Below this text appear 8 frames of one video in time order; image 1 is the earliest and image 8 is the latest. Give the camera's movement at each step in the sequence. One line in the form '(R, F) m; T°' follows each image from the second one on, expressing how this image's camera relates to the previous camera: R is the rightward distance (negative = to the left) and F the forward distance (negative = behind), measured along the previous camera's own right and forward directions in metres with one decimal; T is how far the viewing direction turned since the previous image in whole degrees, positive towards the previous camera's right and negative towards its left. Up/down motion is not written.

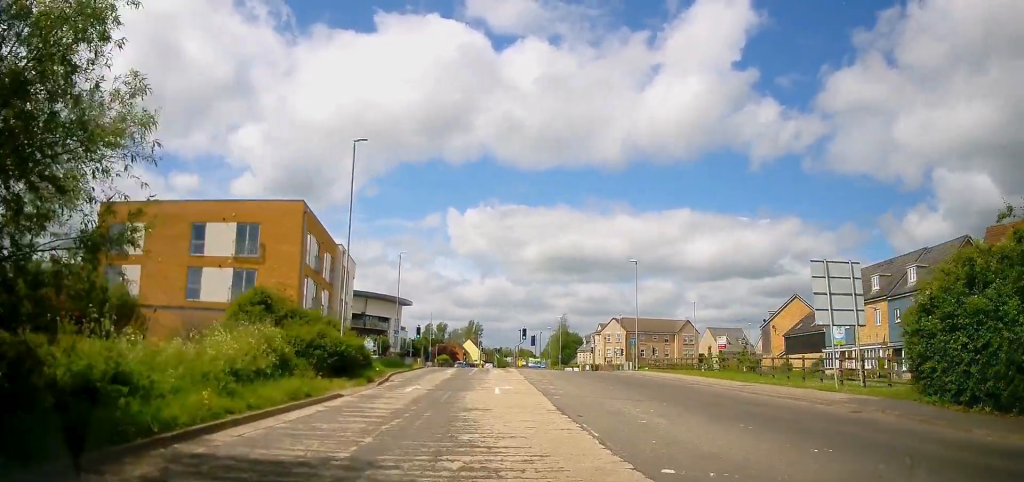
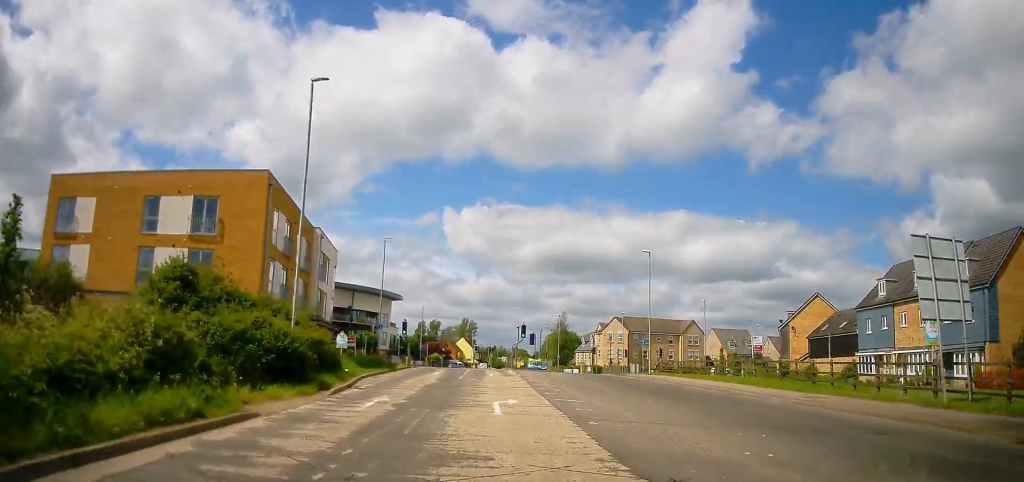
(+0.1, +6.1) m; +1°
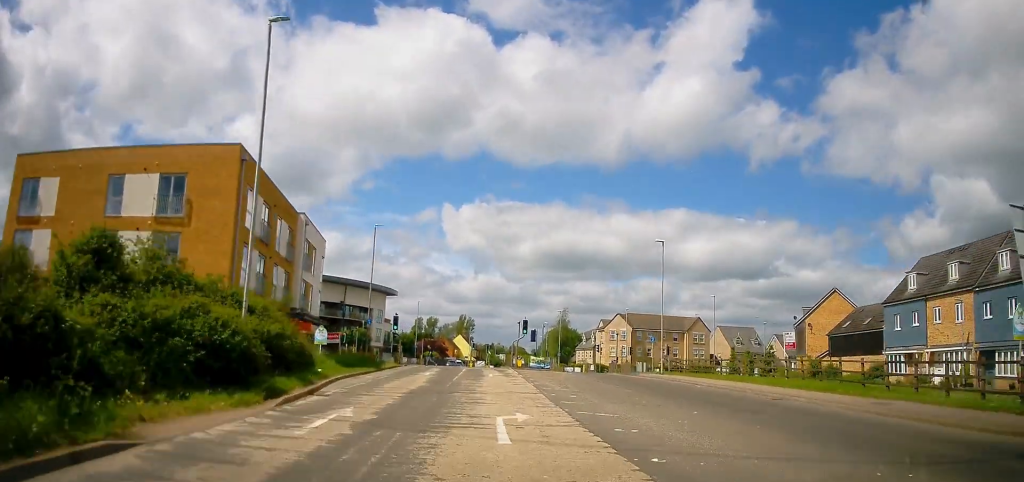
(-0.1, +4.0) m; 0°
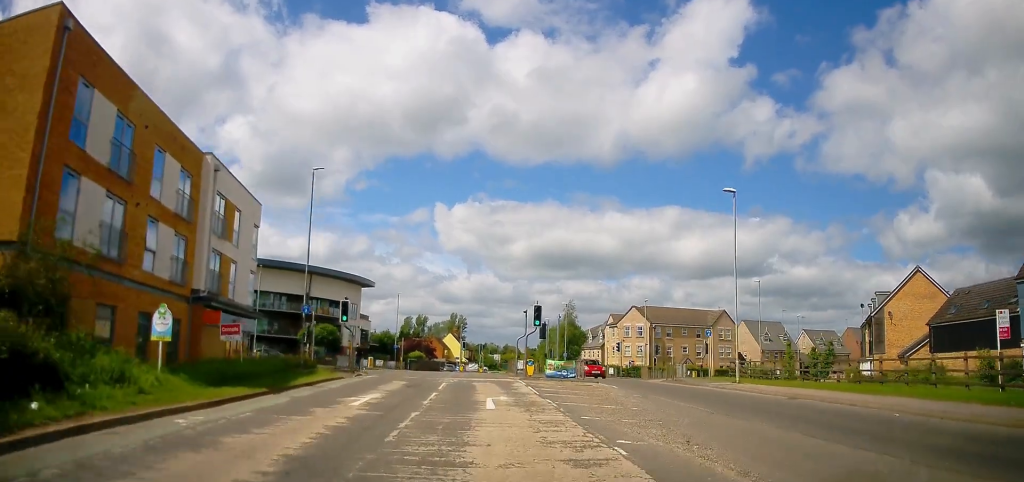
(+0.2, +14.9) m; +2°
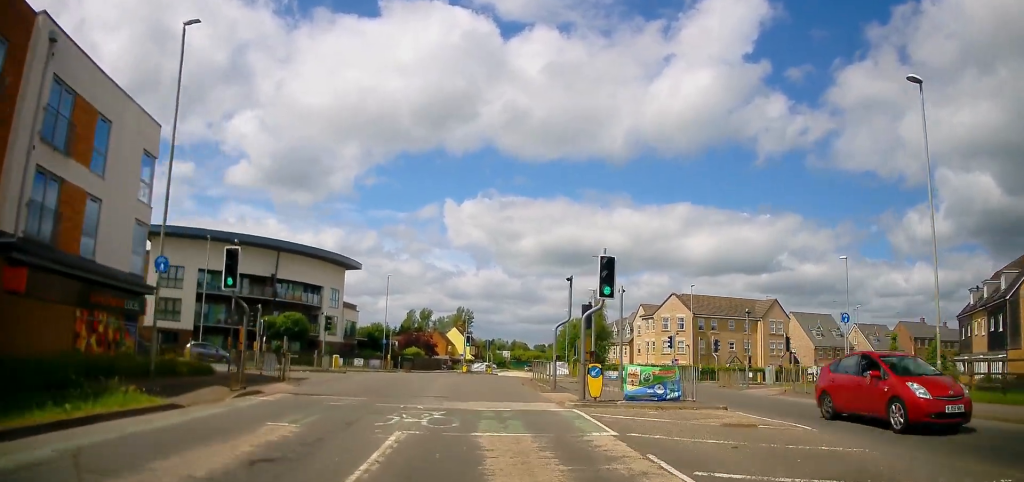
(-0.4, +14.9) m; -3°
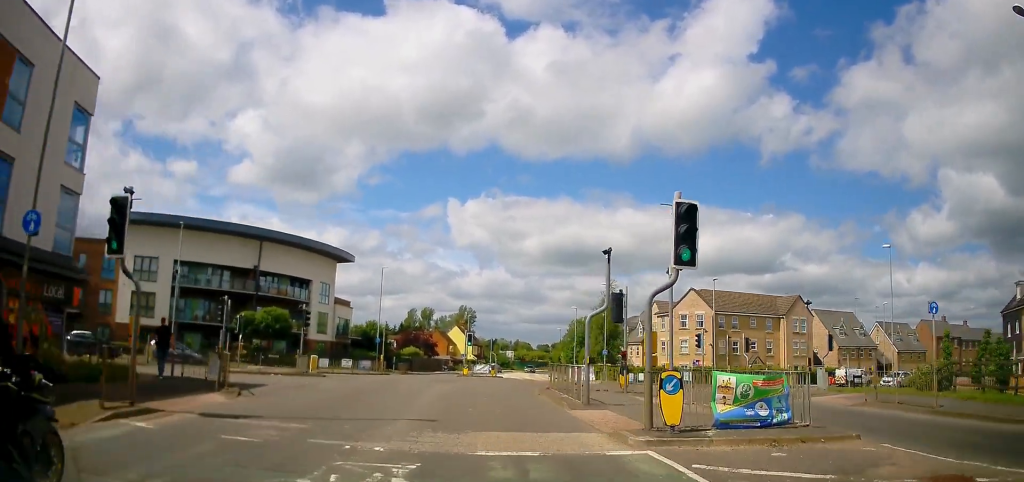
(0.0, +5.5) m; 0°
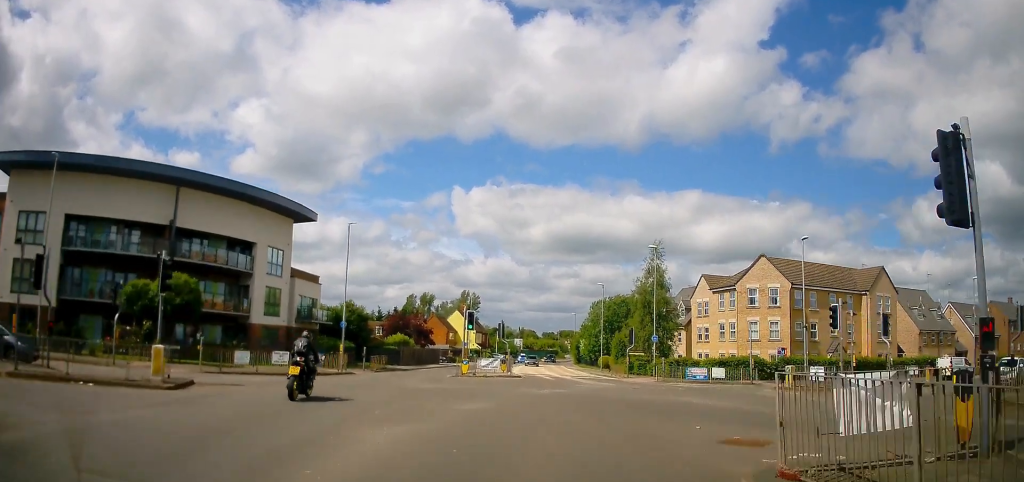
(+0.3, +16.7) m; +2°
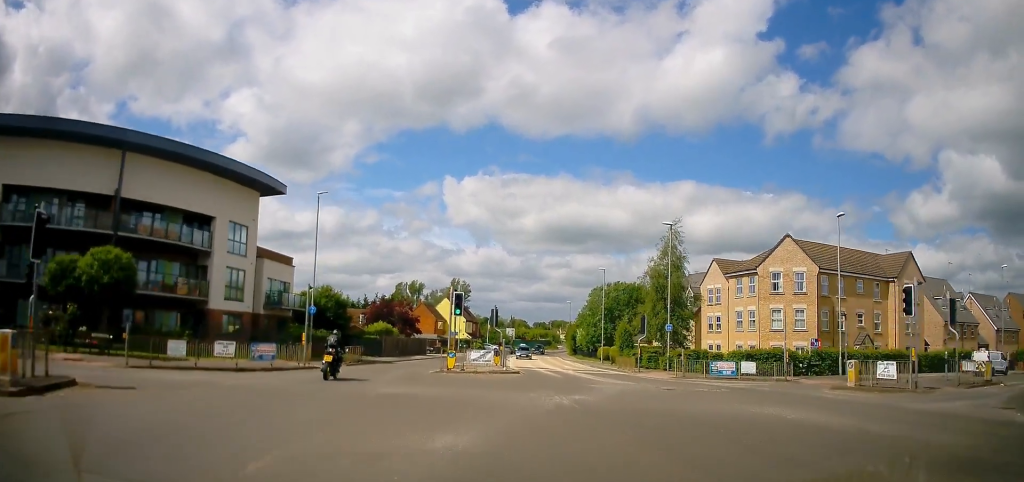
(+0.1, +5.9) m; +1°
